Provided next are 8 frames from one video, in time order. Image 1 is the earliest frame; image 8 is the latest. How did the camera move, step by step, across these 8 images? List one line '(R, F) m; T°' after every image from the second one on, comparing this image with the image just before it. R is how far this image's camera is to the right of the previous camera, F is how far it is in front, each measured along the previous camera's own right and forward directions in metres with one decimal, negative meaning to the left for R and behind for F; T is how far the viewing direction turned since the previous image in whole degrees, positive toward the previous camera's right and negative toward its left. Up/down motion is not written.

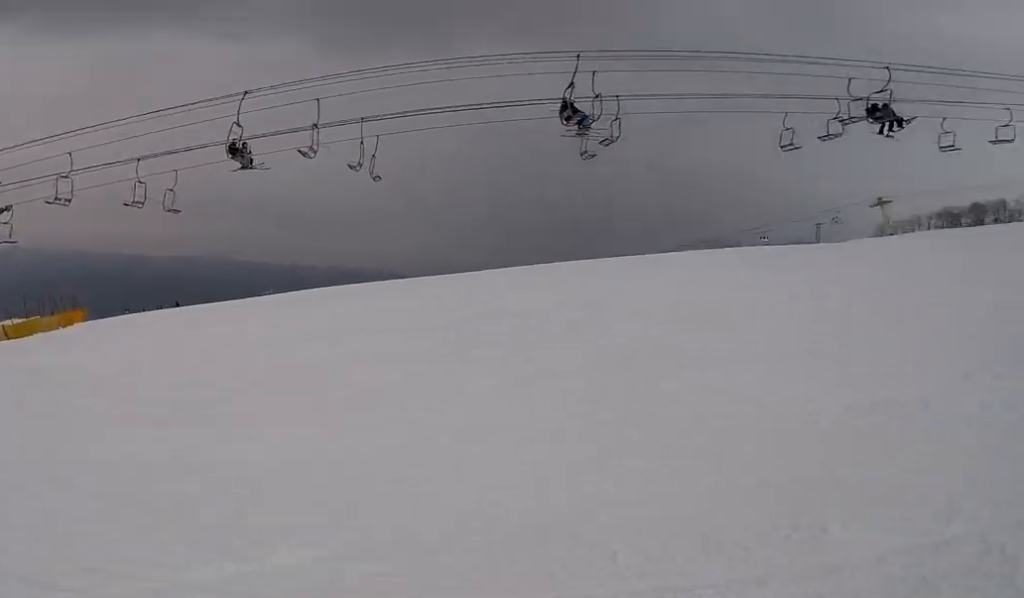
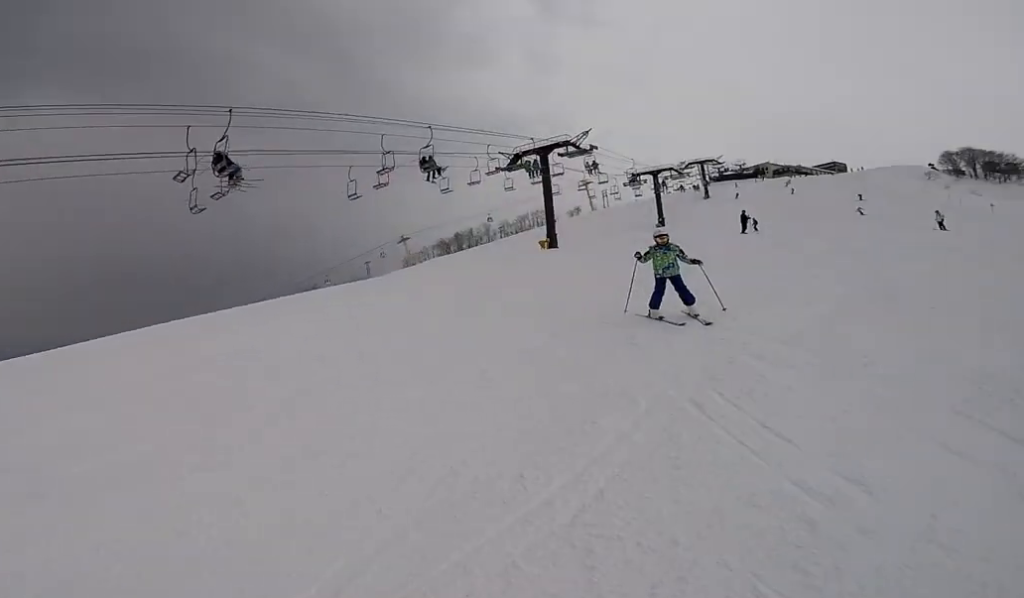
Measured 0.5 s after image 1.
(+0.3, +1.6) m; +8°
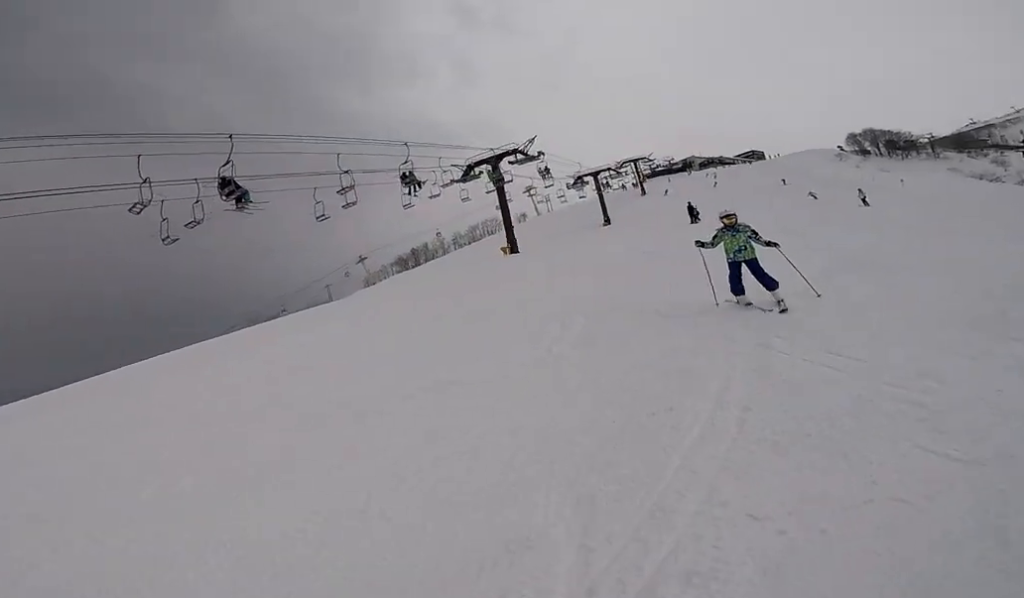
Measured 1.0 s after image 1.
(+0.2, +1.6) m; +5°
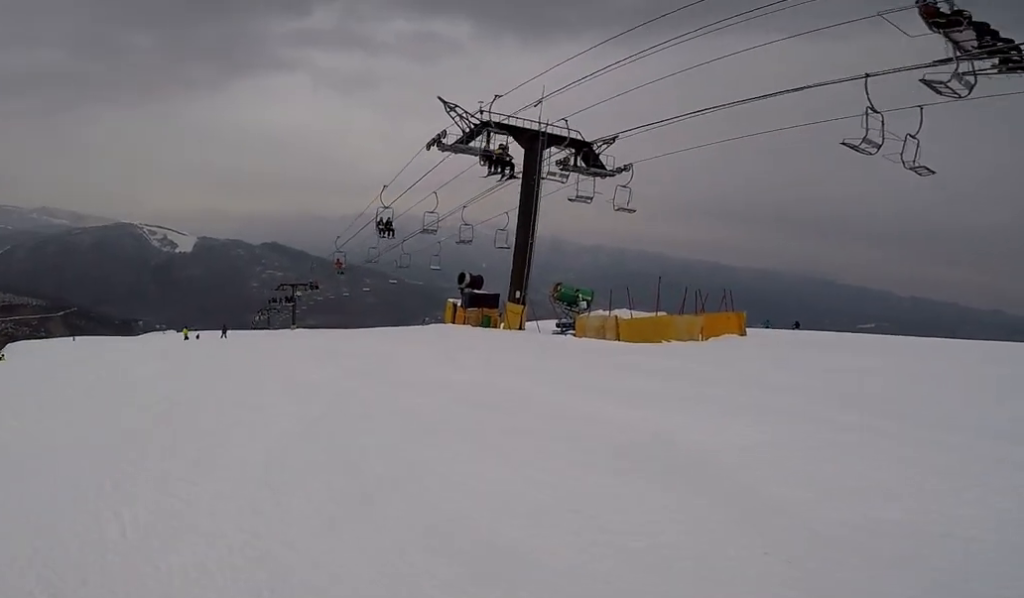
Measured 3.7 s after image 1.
(-1.7, +9.3) m; -33°
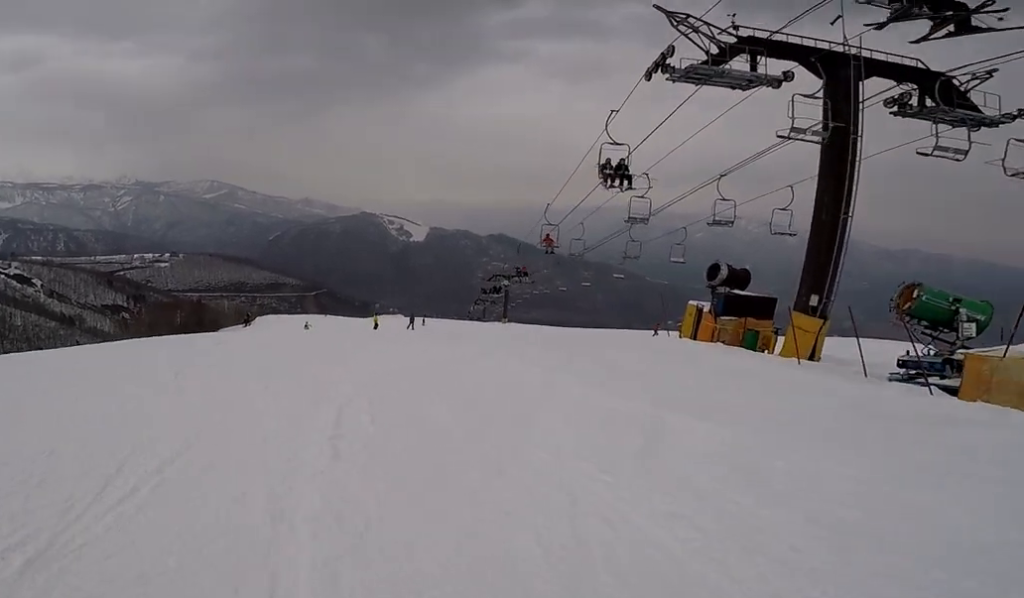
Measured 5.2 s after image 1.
(-0.5, +6.4) m; -21°
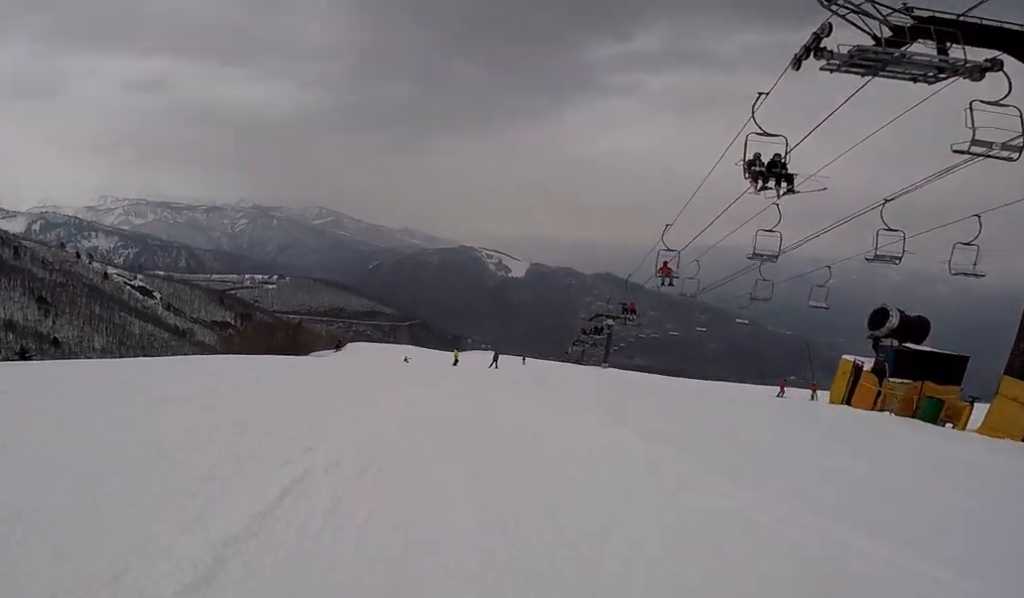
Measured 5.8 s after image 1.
(-0.8, +2.1) m; -17°
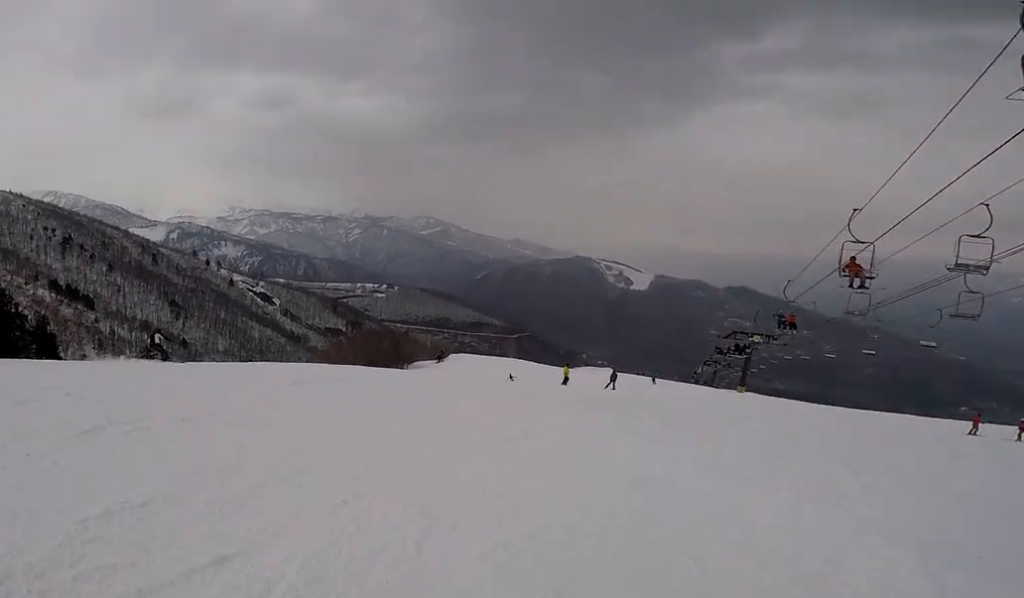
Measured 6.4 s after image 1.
(-0.5, +2.7) m; -9°
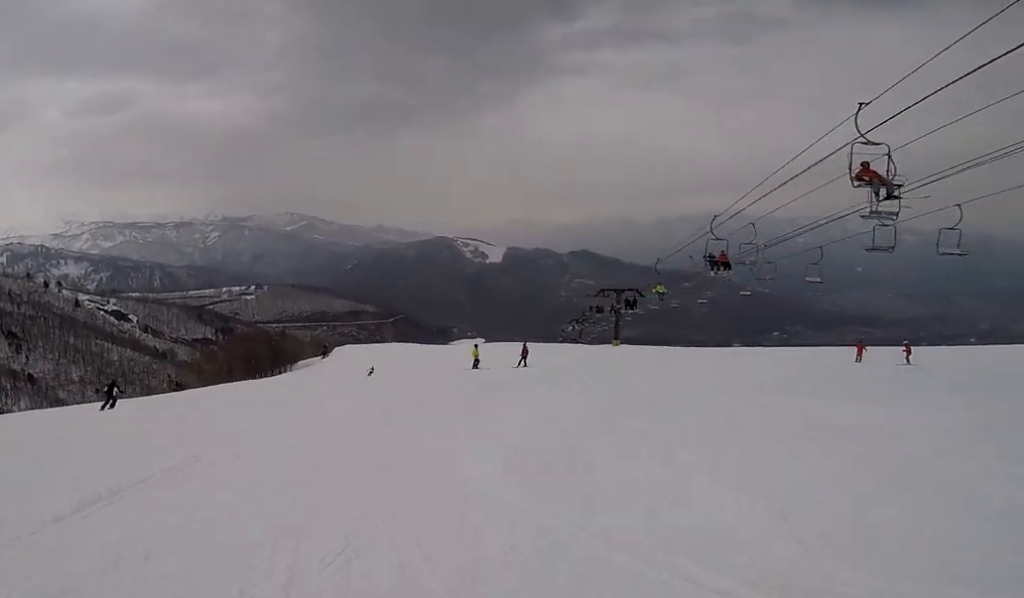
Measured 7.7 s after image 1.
(+0.5, +6.1) m; +20°
